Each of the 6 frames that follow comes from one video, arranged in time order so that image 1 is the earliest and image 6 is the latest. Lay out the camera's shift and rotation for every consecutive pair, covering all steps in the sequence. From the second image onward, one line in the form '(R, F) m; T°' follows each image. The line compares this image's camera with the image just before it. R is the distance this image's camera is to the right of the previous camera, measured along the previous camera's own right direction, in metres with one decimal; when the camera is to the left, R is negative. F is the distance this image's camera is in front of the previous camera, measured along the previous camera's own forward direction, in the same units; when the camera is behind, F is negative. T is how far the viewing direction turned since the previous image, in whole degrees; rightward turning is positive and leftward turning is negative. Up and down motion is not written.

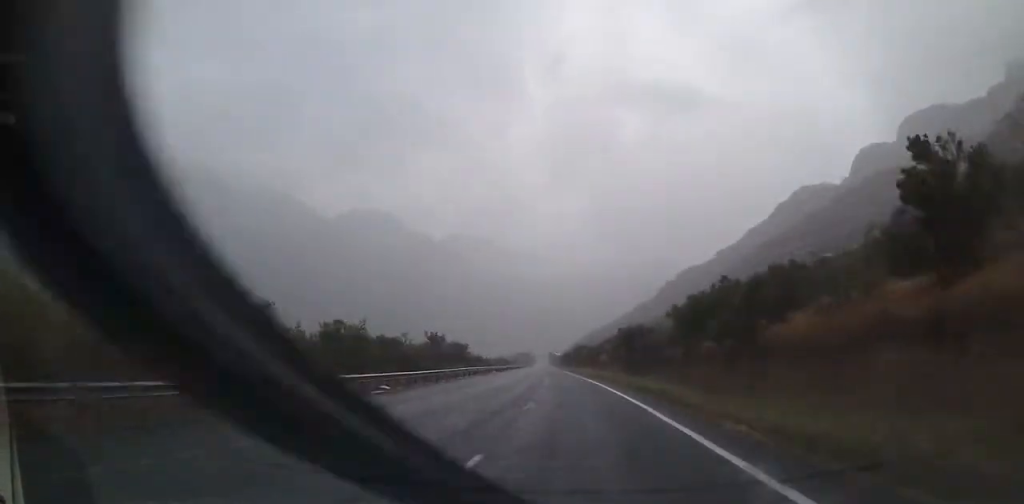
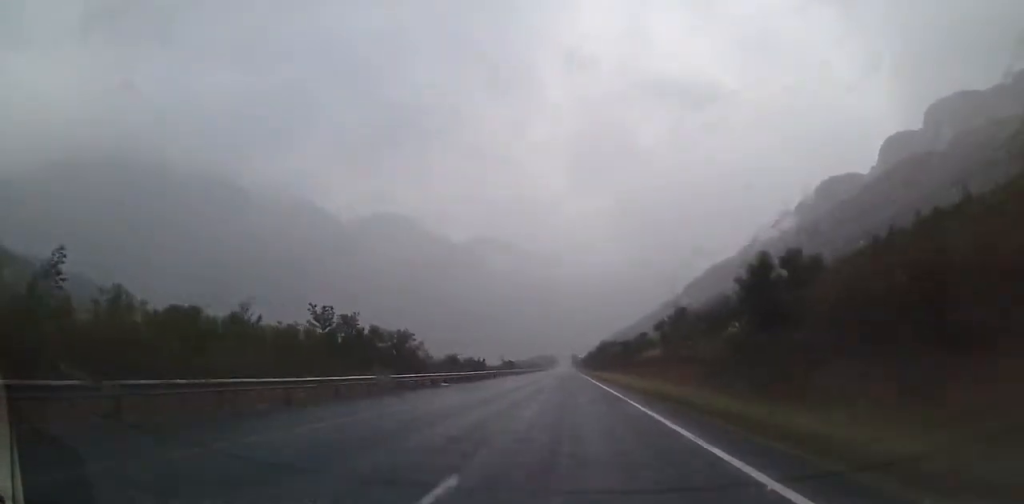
(-1.2, +37.1) m; -4°
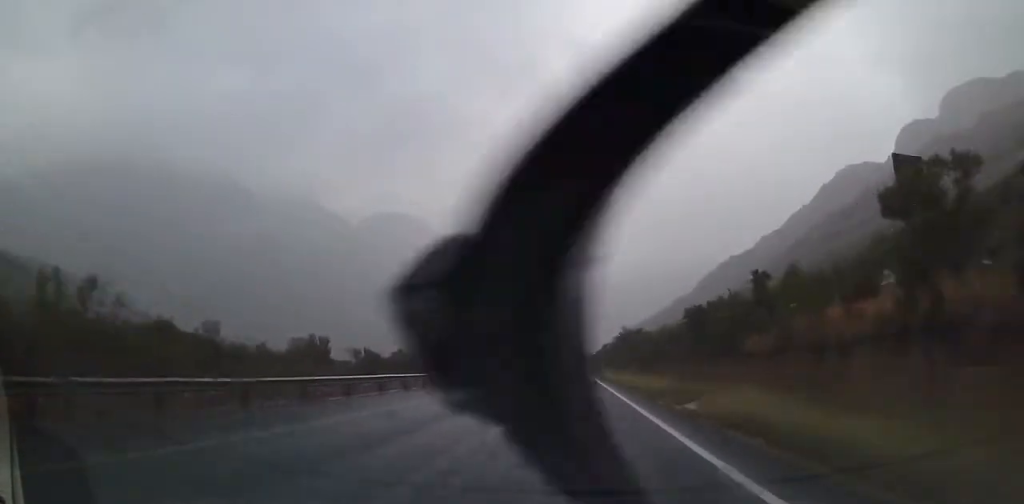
(-1.1, +40.2) m; -2°
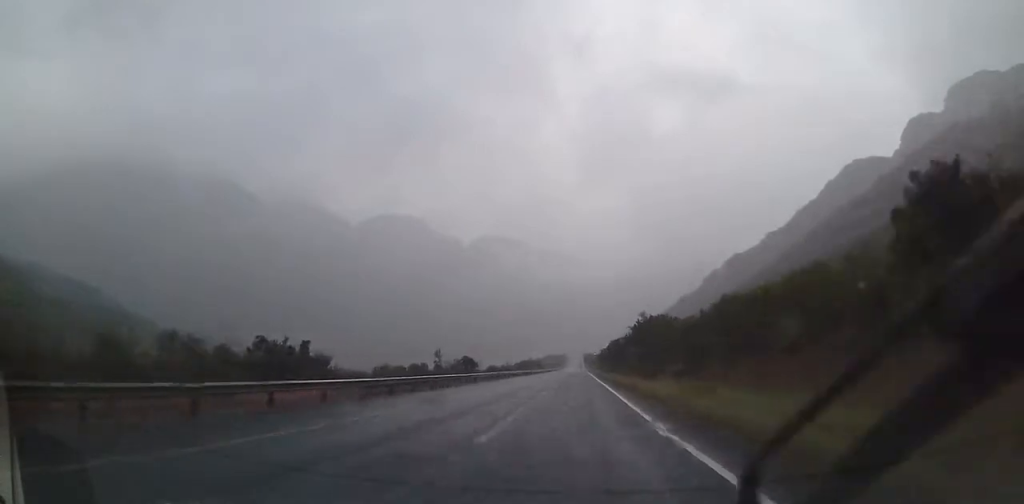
(+0.1, +25.1) m; 0°
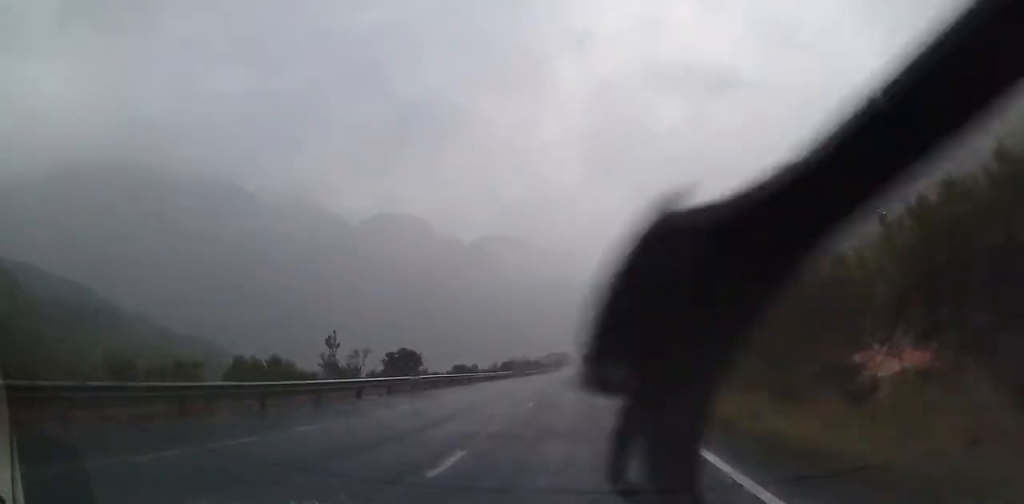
(0.0, +27.3) m; +1°
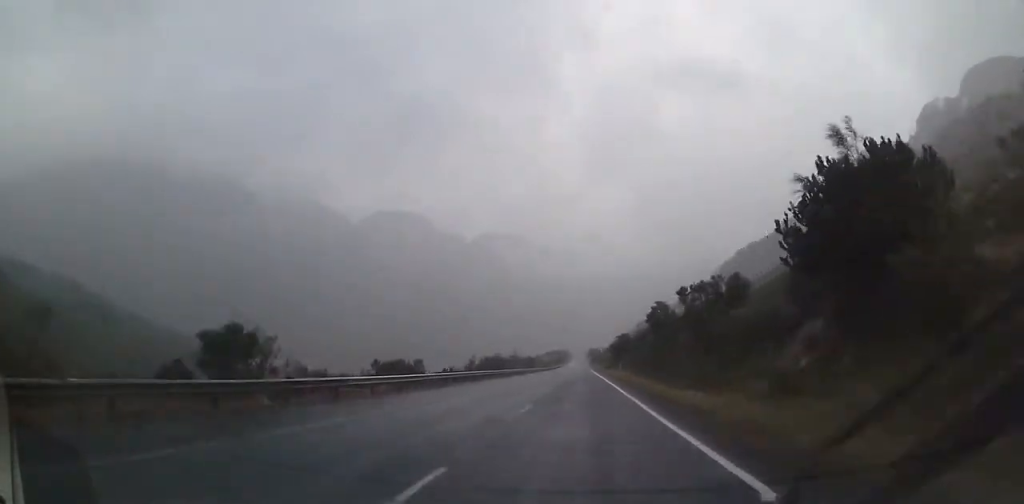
(+0.2, +25.3) m; 0°
